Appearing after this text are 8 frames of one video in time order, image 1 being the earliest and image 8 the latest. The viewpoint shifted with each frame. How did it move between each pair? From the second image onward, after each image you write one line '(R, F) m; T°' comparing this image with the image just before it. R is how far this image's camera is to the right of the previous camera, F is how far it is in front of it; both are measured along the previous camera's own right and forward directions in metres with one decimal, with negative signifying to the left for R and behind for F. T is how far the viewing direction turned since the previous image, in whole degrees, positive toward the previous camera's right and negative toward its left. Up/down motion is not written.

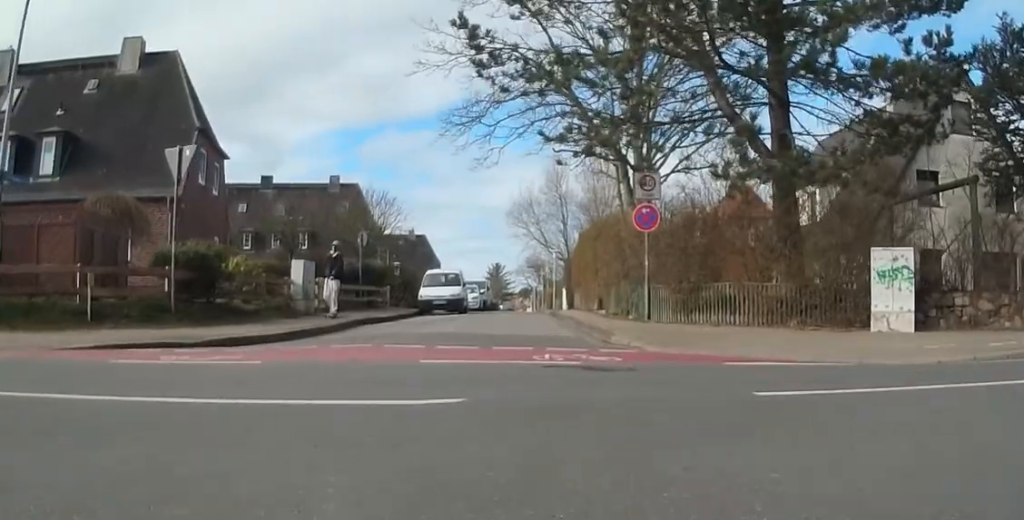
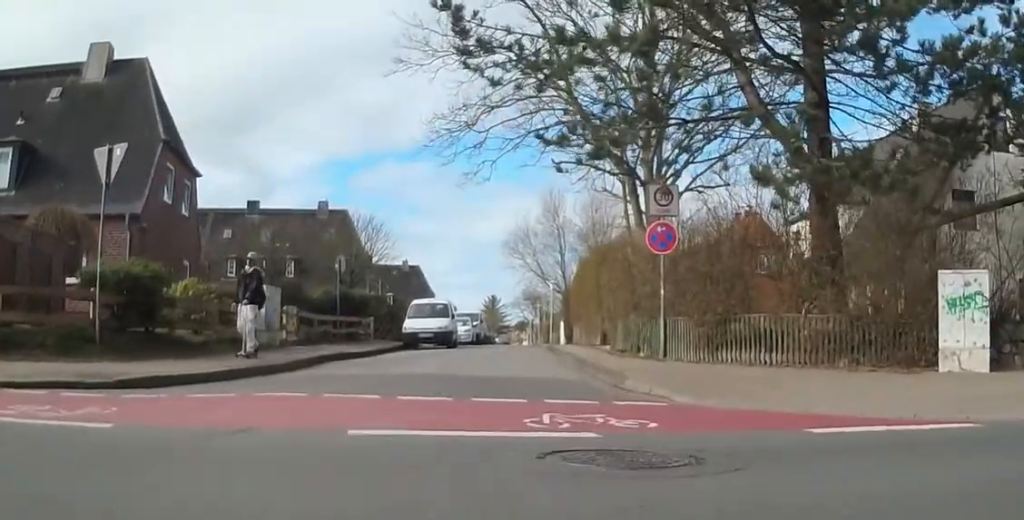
(+0.3, +3.1) m; -8°
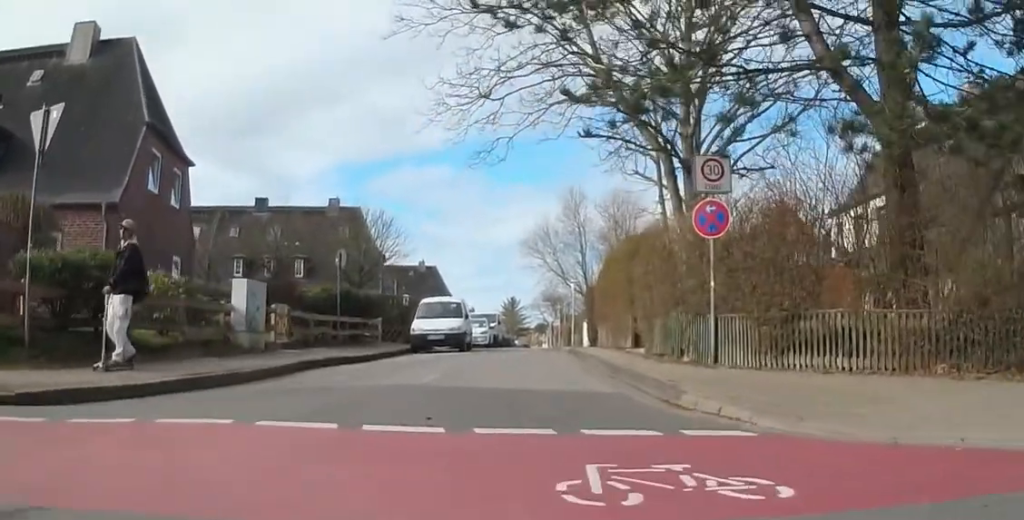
(-0.7, +2.7) m; -14°
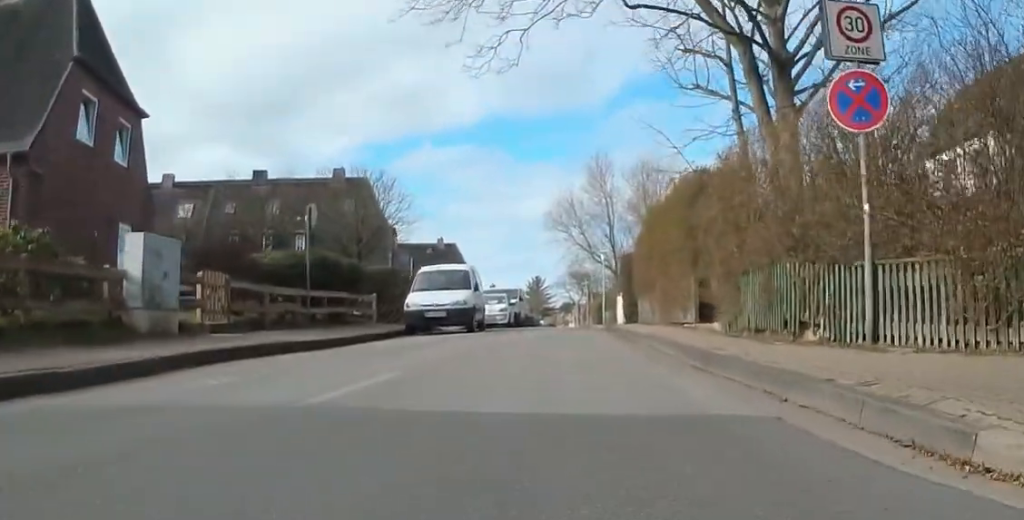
(-0.2, +5.7) m; -2°
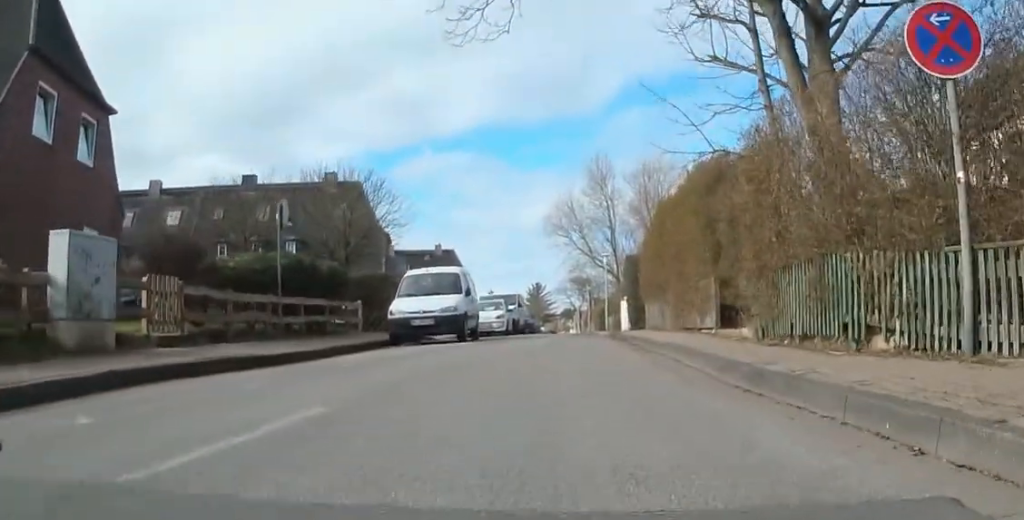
(0.0, +1.9) m; 0°
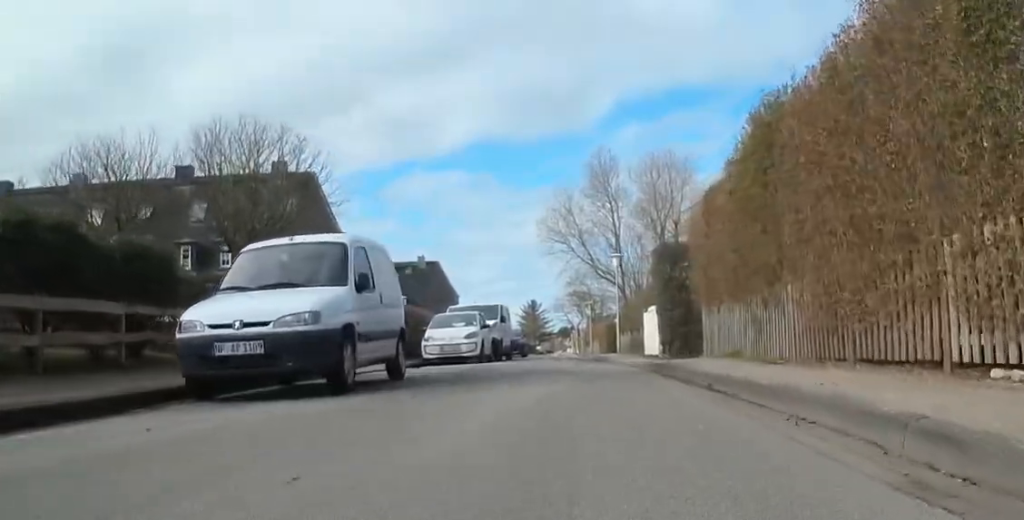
(+0.3, +9.6) m; +14°
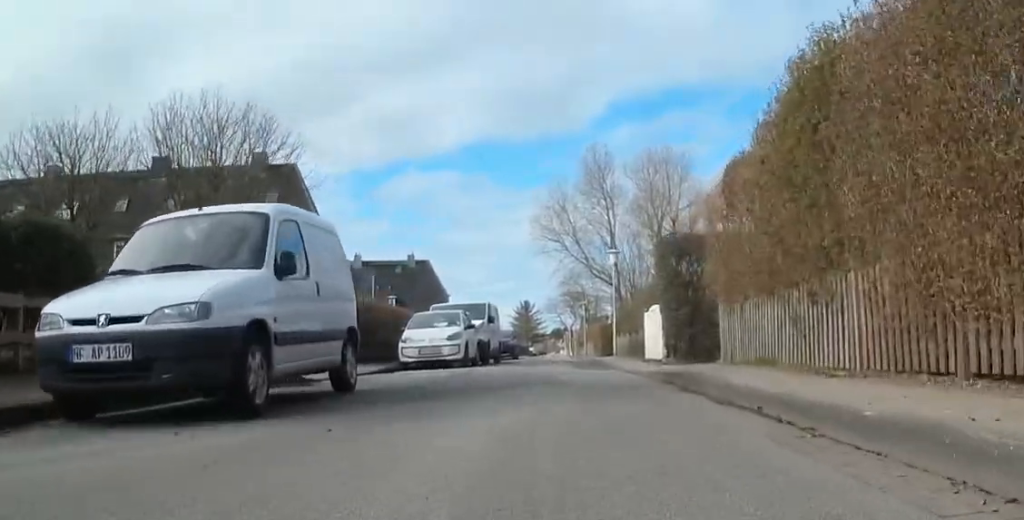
(+0.1, +2.2) m; +4°
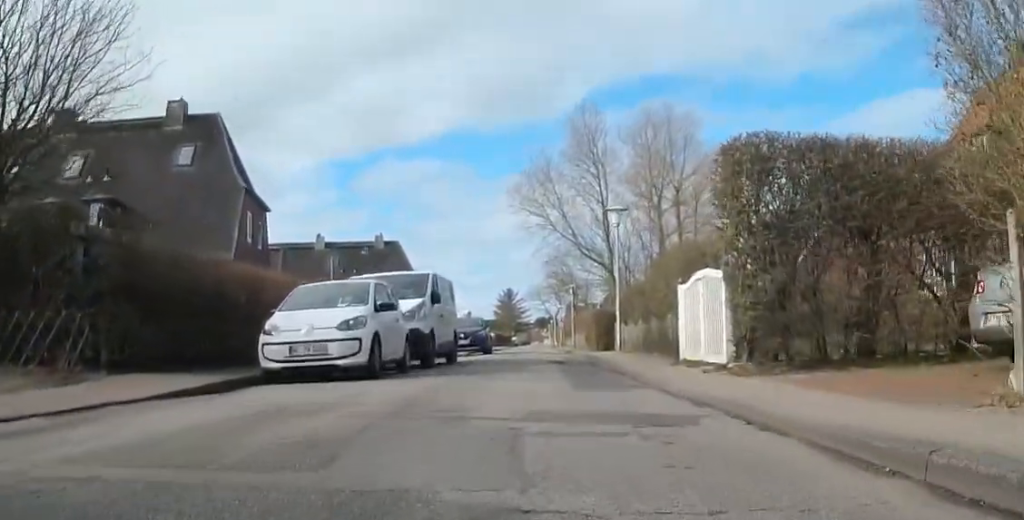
(-0.5, +8.6) m; -13°
